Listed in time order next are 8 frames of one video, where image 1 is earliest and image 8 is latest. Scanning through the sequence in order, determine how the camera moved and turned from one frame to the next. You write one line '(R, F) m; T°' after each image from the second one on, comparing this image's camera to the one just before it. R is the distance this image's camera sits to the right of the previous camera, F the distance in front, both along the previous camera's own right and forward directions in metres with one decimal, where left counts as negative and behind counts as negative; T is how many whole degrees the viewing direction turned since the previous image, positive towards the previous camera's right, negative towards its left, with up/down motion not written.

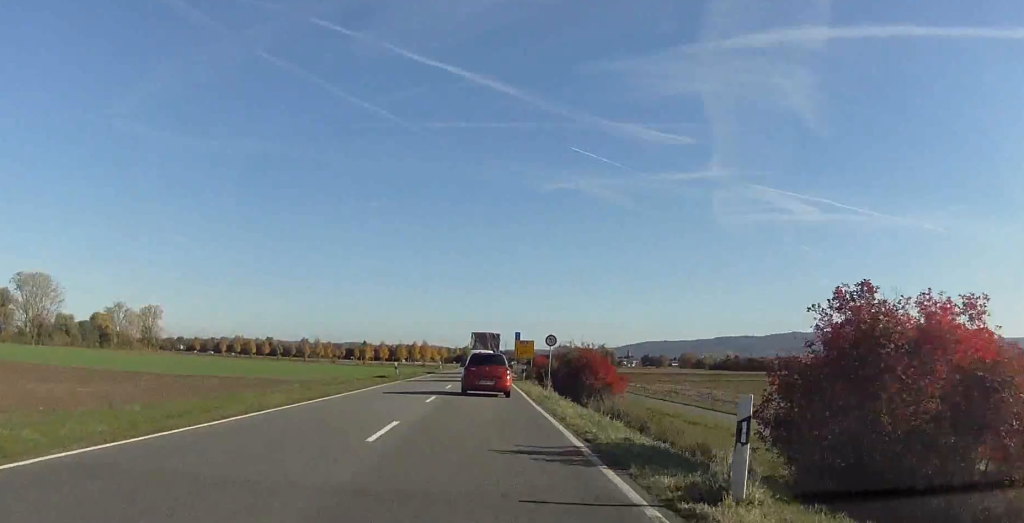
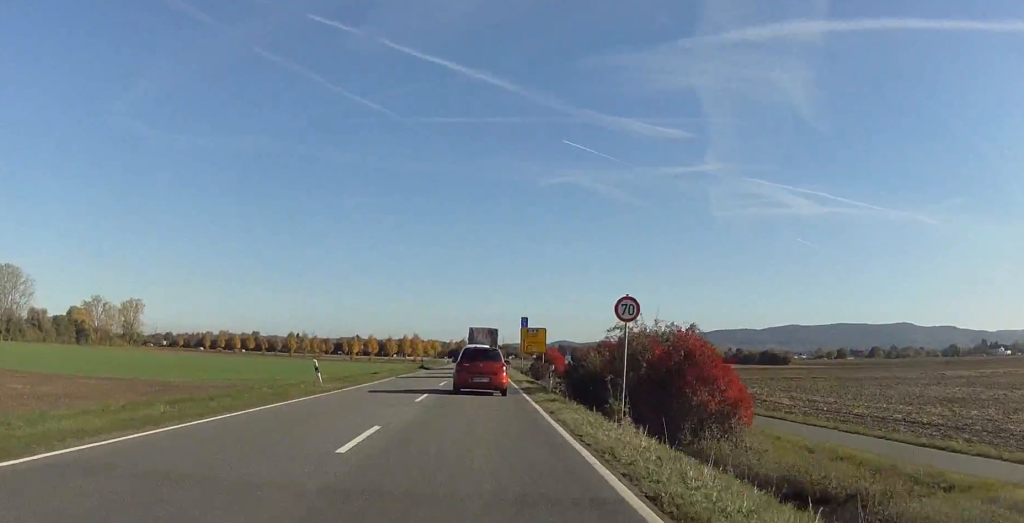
(-0.2, +24.2) m; -1°
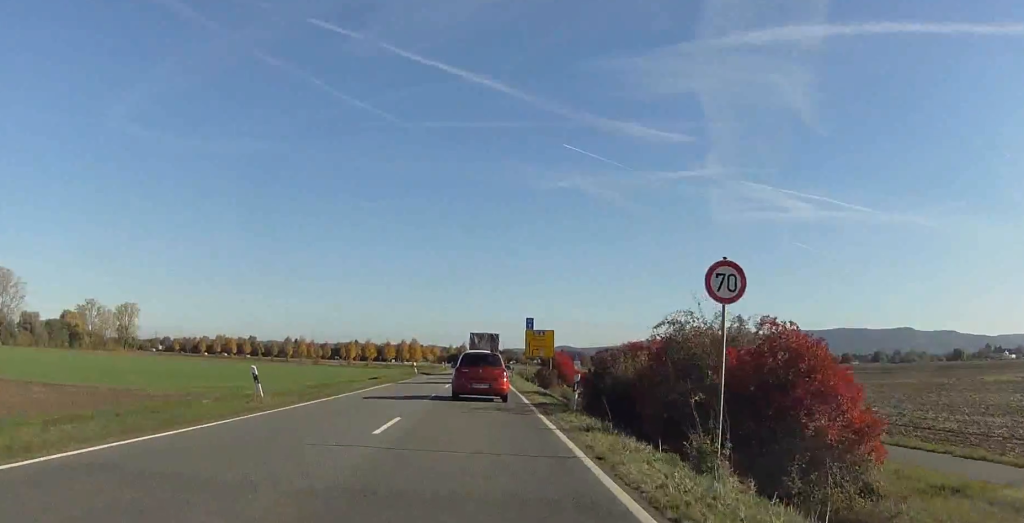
(0.0, +7.4) m; 0°
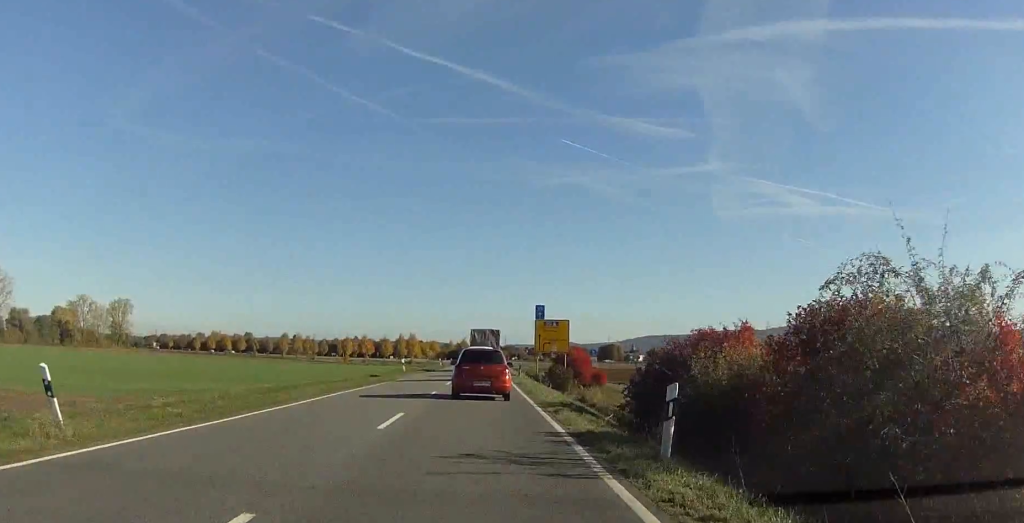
(0.0, +10.5) m; 0°
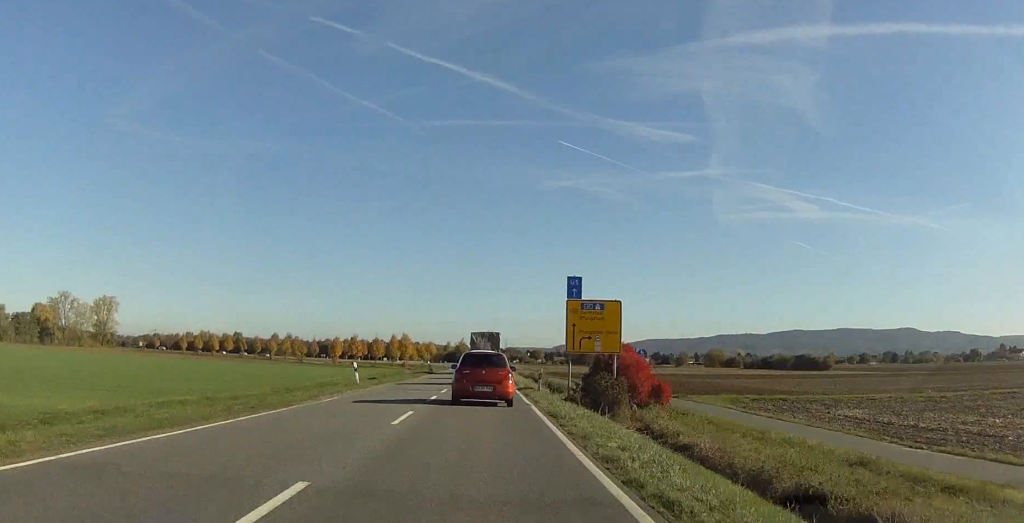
(-0.1, +21.5) m; +1°
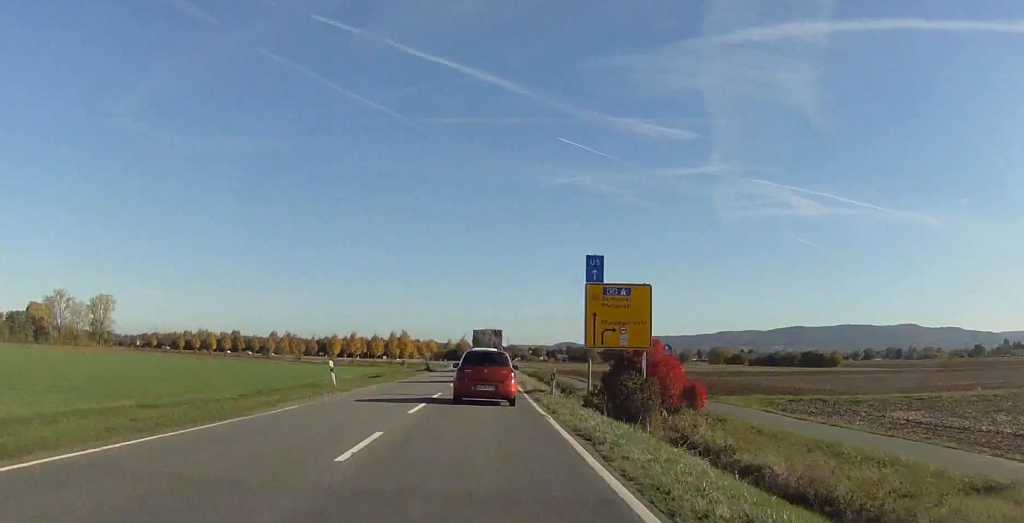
(0.0, +6.3) m; +1°
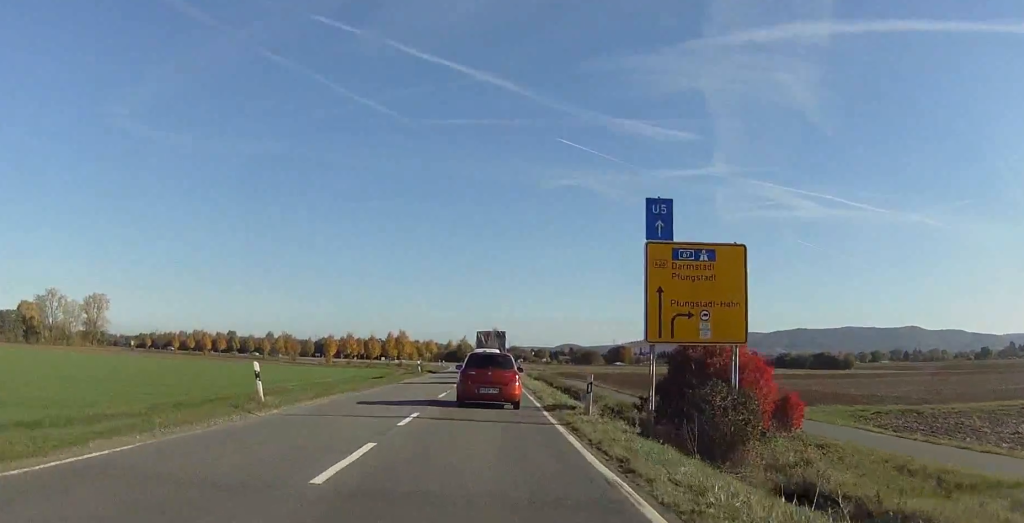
(+0.4, +10.8) m; 0°
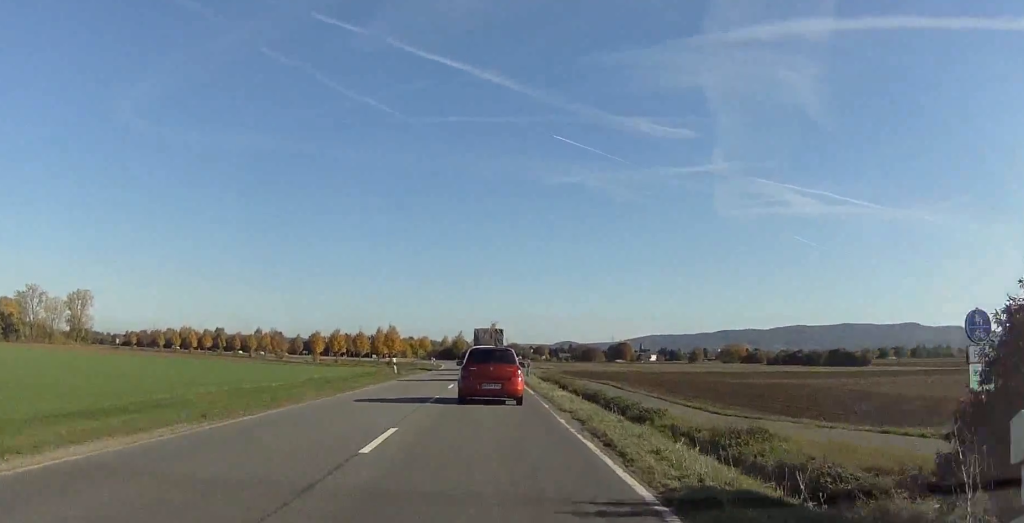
(-0.6, +17.7) m; -2°
